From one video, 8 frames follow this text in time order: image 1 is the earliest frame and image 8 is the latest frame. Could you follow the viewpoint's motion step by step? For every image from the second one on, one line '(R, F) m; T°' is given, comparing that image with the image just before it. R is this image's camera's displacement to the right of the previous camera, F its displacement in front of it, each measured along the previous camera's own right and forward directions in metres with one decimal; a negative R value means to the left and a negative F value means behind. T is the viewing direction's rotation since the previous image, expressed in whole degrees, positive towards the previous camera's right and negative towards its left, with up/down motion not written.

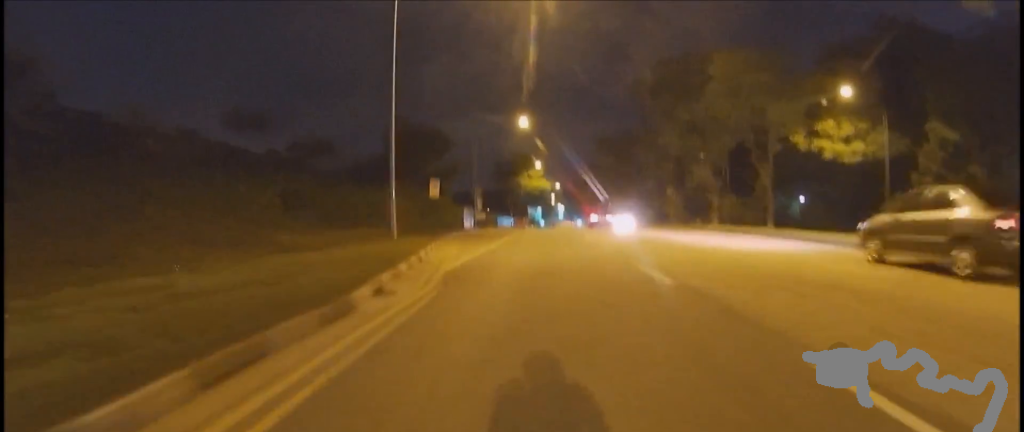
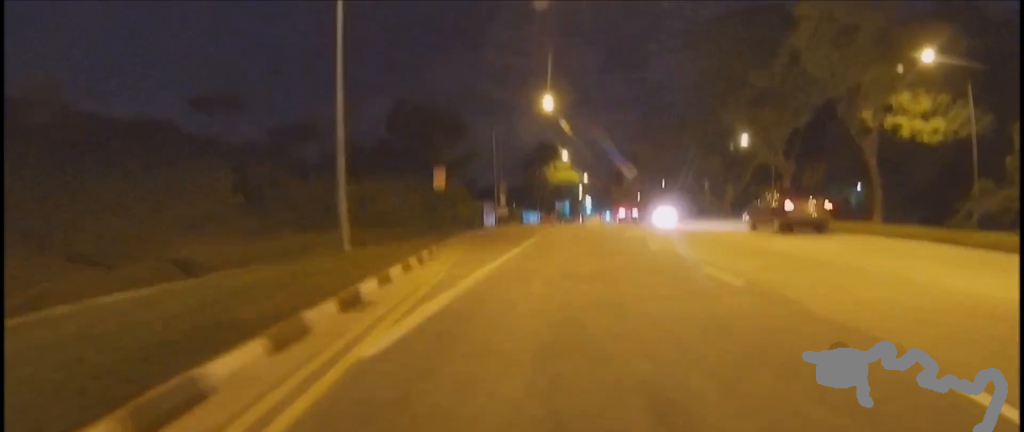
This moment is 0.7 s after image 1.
(+0.2, +7.0) m; +4°
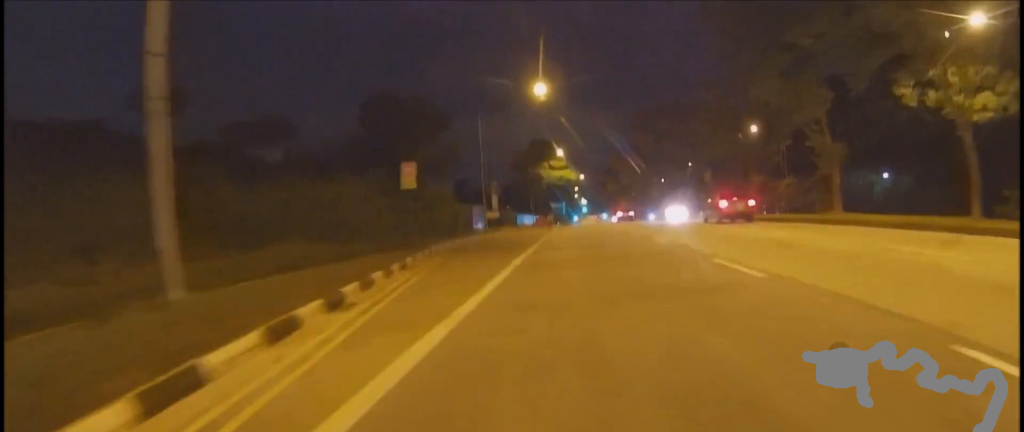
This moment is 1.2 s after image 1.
(-0.1, +5.6) m; +4°
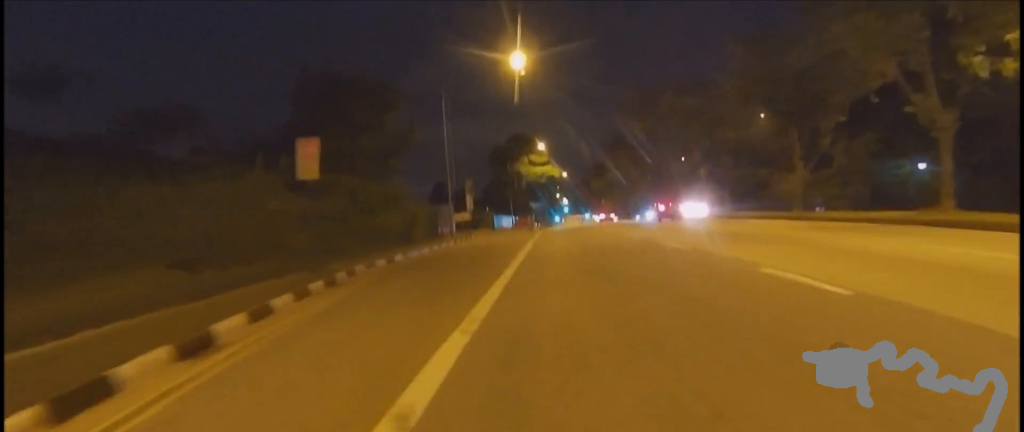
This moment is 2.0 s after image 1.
(+0.9, +7.8) m; -1°
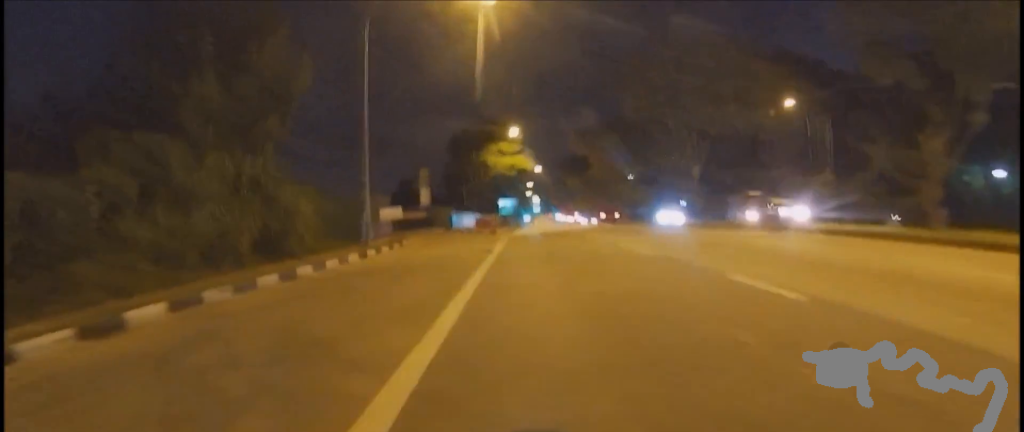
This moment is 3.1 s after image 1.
(-1.1, +11.5) m; -8°
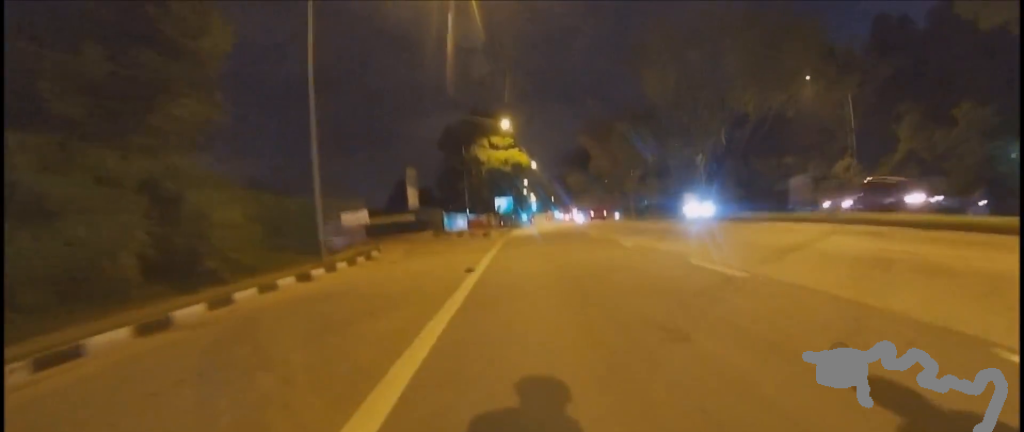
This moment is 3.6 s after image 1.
(0.0, +4.9) m; 0°
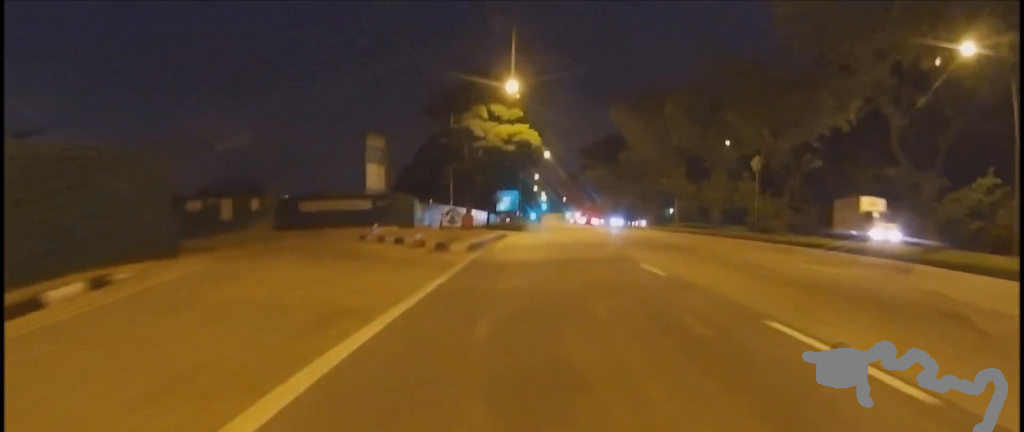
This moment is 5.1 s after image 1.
(+0.5, +16.6) m; +9°
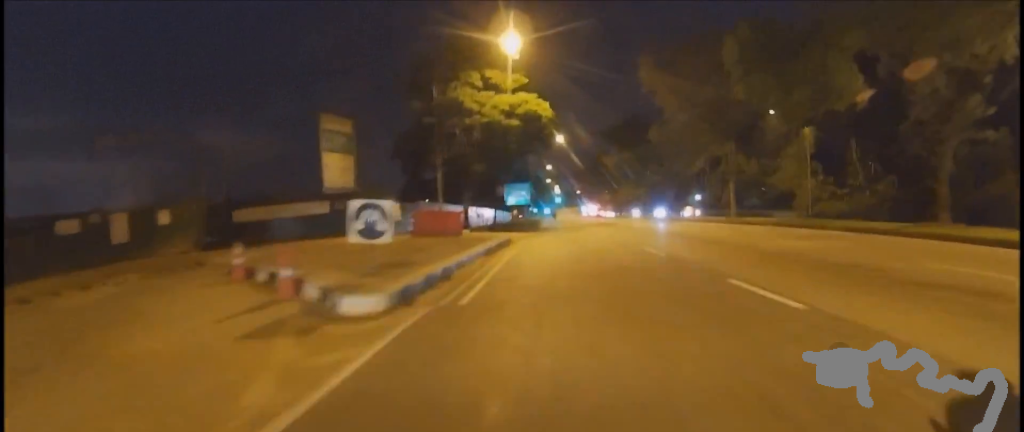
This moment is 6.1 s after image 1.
(+1.1, +10.1) m; -2°
